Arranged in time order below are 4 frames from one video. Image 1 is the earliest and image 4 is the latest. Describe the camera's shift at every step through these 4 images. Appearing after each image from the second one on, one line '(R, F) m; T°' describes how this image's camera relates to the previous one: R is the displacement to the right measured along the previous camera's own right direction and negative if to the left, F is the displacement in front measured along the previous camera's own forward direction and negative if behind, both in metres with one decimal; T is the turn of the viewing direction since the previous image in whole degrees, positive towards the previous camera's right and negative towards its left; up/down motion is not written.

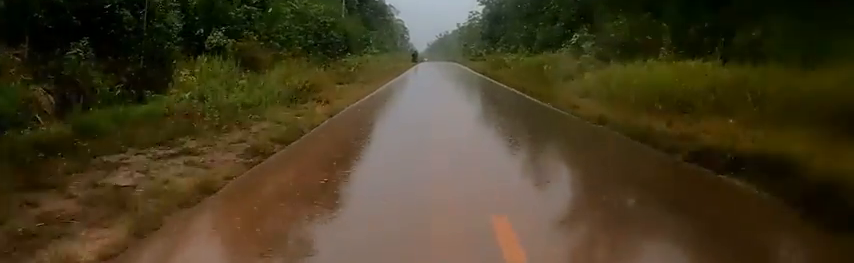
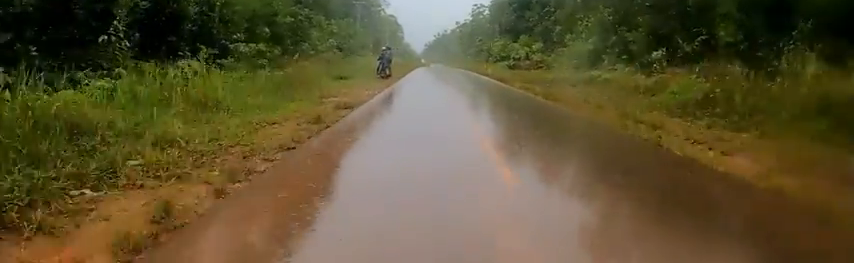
(0.0, +38.0) m; -3°
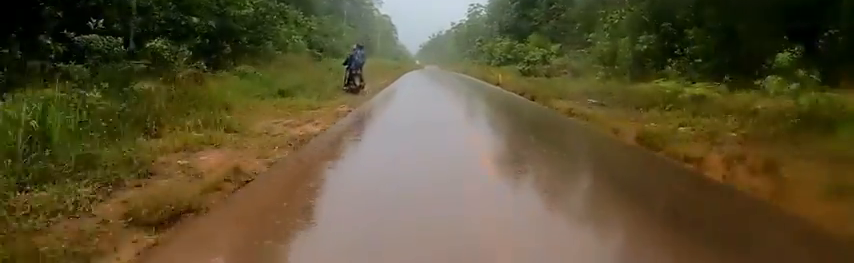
(-0.3, +7.3) m; +2°
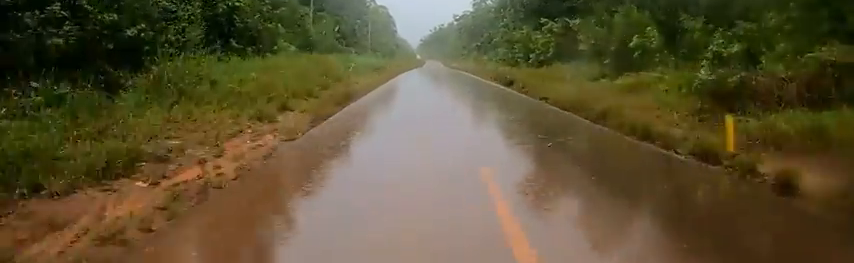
(+1.3, +20.1) m; +2°
